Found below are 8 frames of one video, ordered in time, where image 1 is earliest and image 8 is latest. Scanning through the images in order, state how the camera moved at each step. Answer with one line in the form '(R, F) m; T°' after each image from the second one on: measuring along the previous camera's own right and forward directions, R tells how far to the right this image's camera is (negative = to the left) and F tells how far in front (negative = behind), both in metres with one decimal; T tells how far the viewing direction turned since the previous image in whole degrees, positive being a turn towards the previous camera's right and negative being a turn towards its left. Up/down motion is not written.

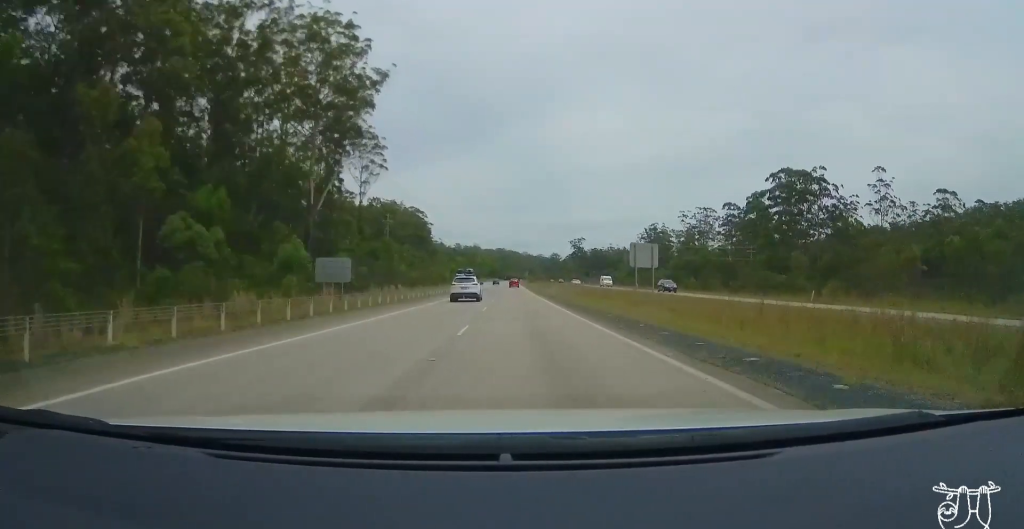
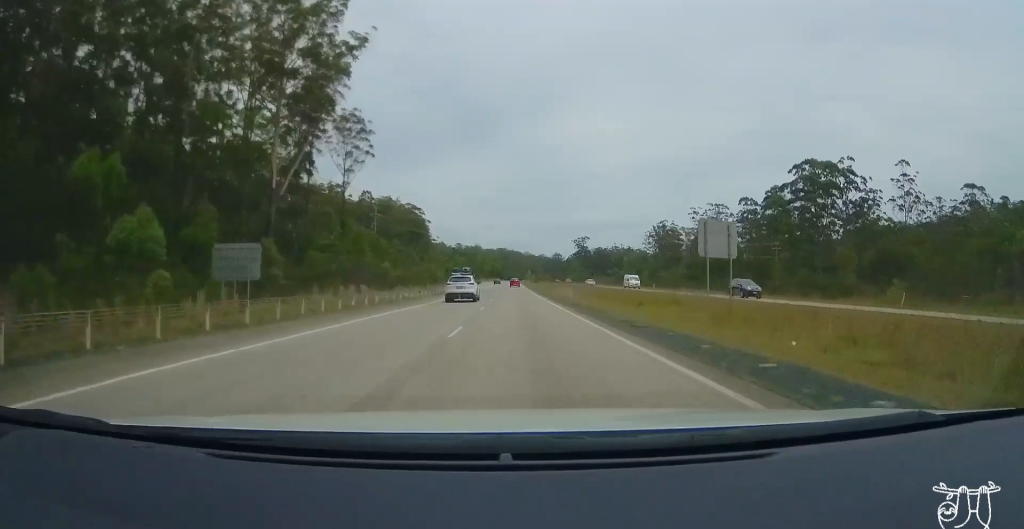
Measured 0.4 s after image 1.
(0.0, +13.1) m; 0°
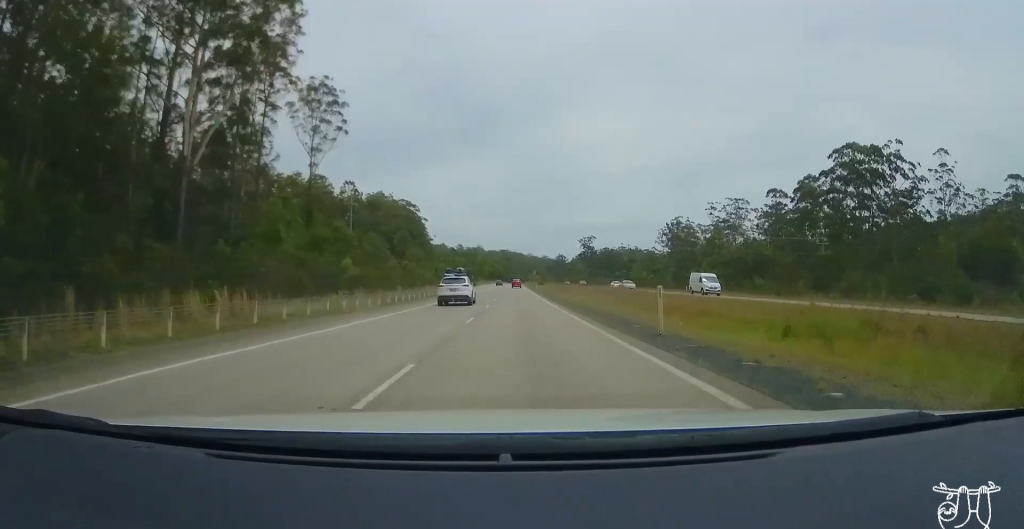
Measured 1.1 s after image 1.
(+0.1, +19.1) m; -1°
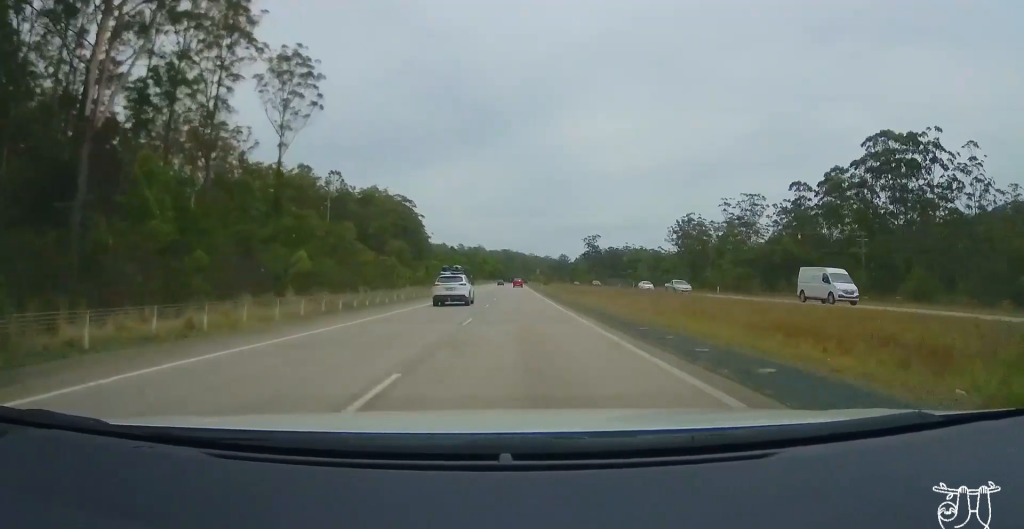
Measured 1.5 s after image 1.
(-0.1, +13.1) m; 0°
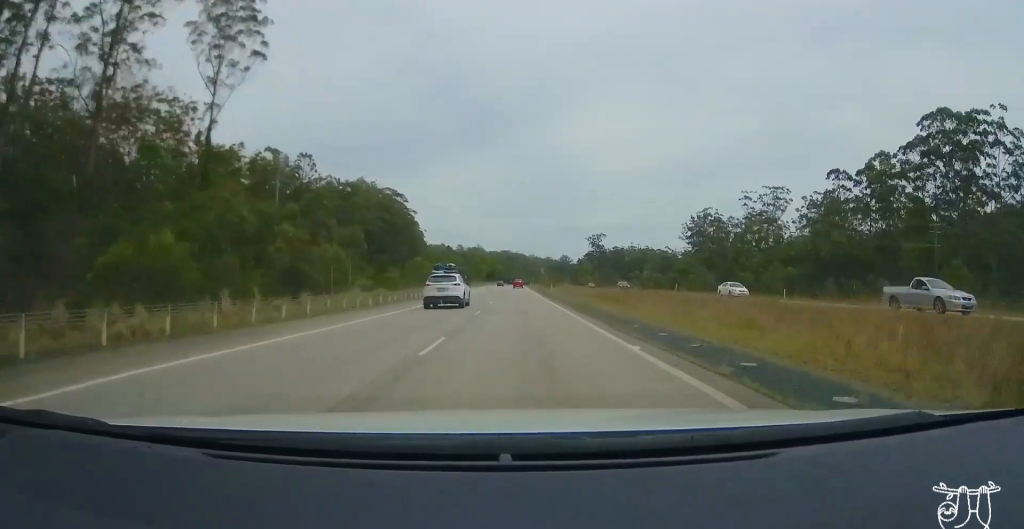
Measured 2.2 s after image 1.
(-0.2, +19.1) m; -1°
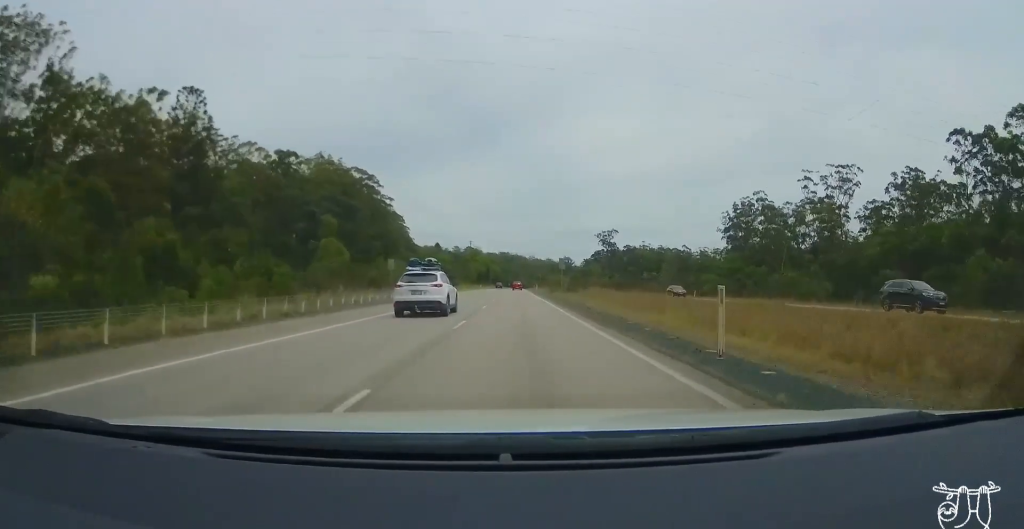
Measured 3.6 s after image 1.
(+0.4, +41.7) m; +1°
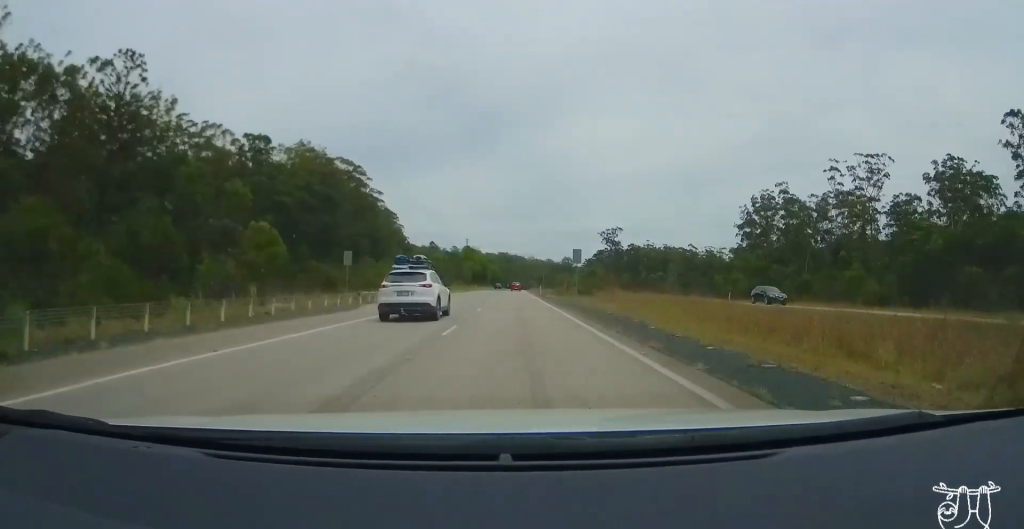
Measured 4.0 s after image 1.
(+0.2, +13.1) m; 0°
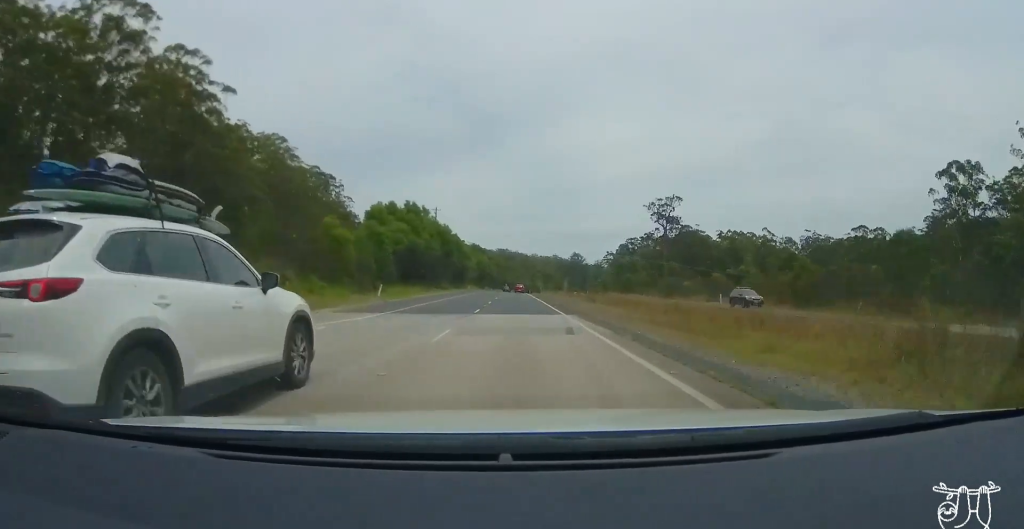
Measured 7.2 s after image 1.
(+0.2, +96.3) m; +1°
